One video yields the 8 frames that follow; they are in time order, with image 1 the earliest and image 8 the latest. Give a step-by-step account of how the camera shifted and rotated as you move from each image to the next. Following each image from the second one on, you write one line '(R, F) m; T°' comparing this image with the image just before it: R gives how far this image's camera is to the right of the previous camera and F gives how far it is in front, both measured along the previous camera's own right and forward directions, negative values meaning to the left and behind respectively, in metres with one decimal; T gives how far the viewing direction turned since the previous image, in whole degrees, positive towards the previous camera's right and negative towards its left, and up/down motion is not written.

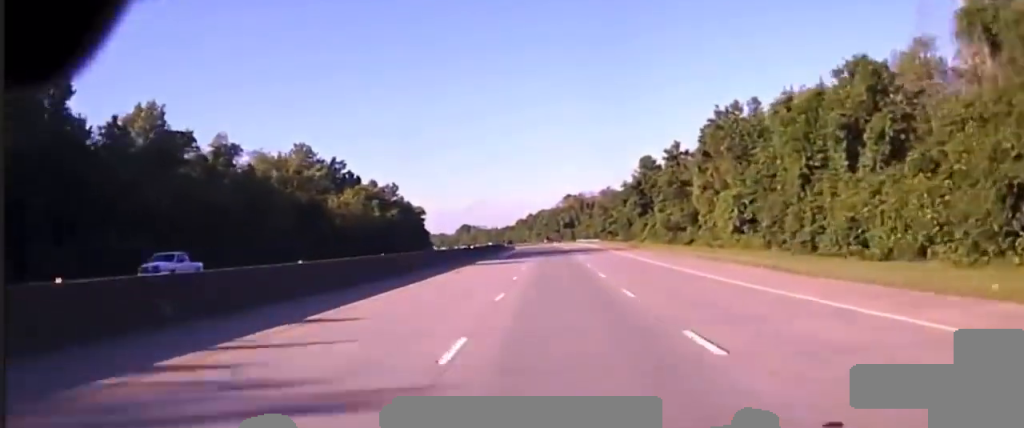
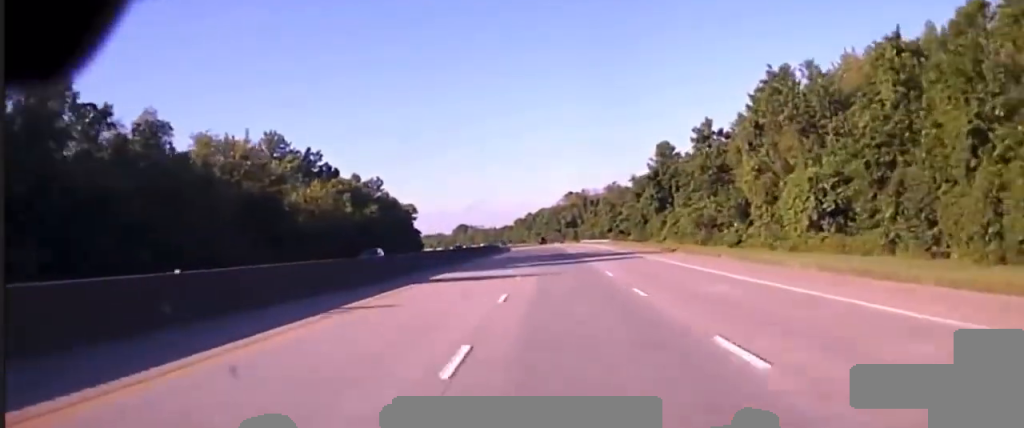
(0.0, +26.3) m; 0°
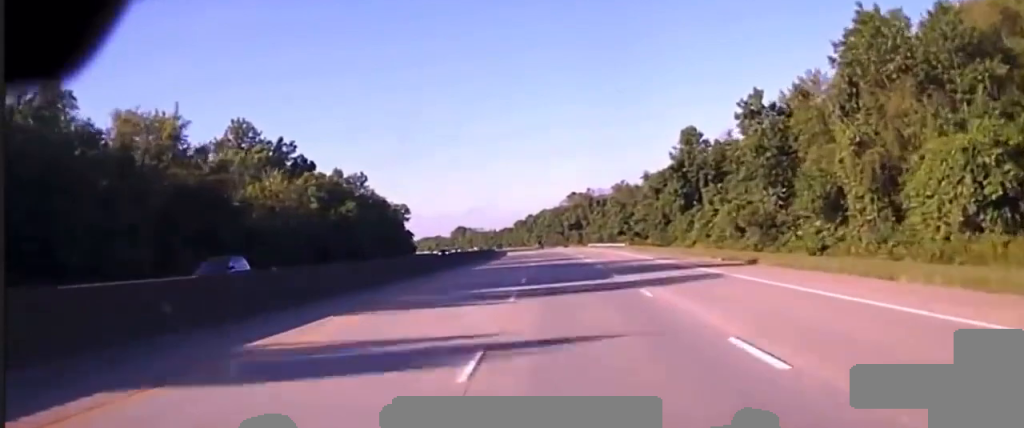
(0.0, +22.9) m; 0°
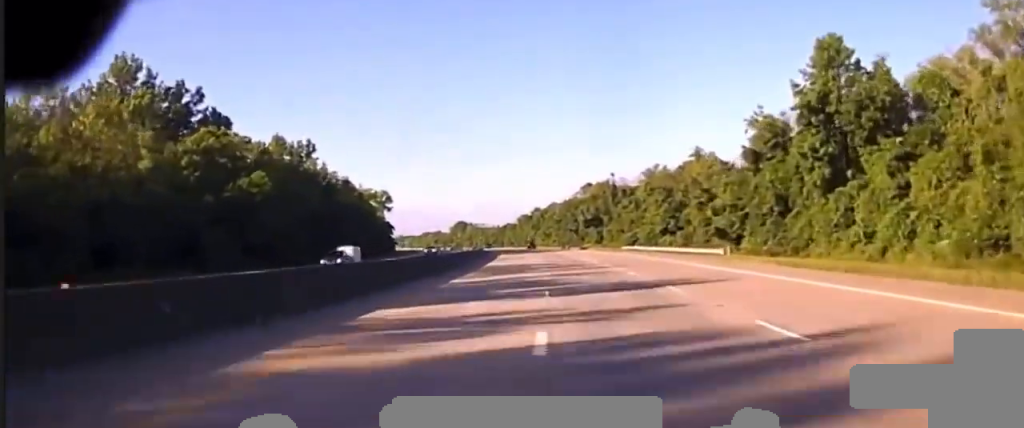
(-0.1, +51.9) m; 0°
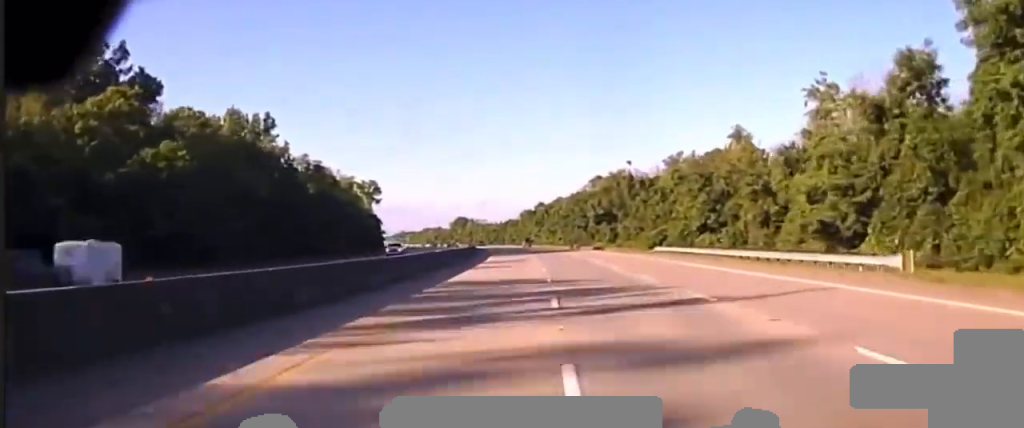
(0.0, +25.5) m; 0°
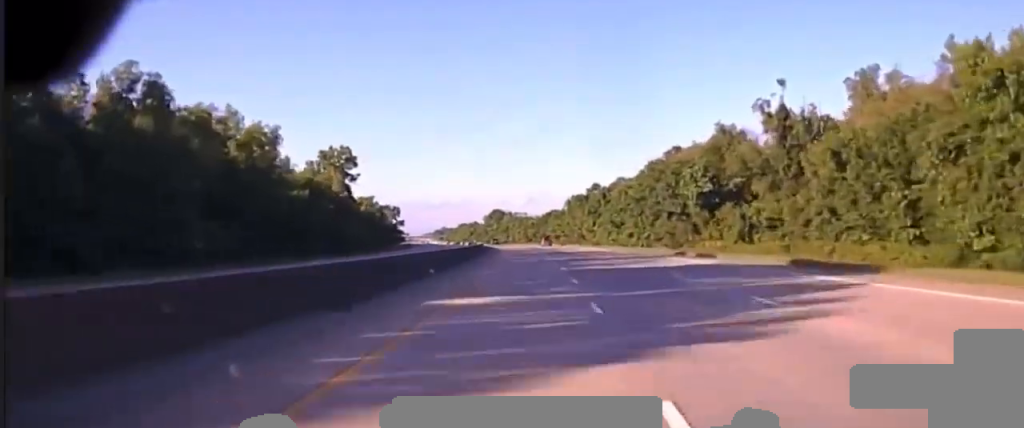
(-0.9, +87.2) m; -3°
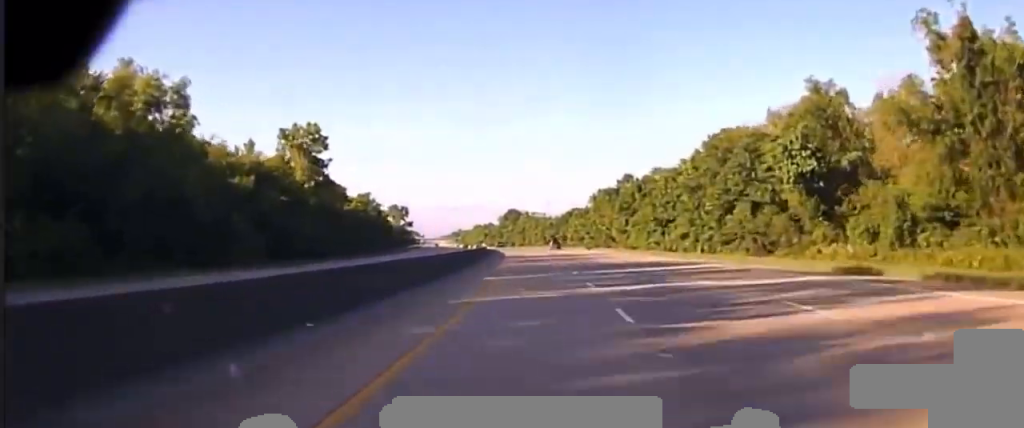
(-1.0, +42.2) m; -1°
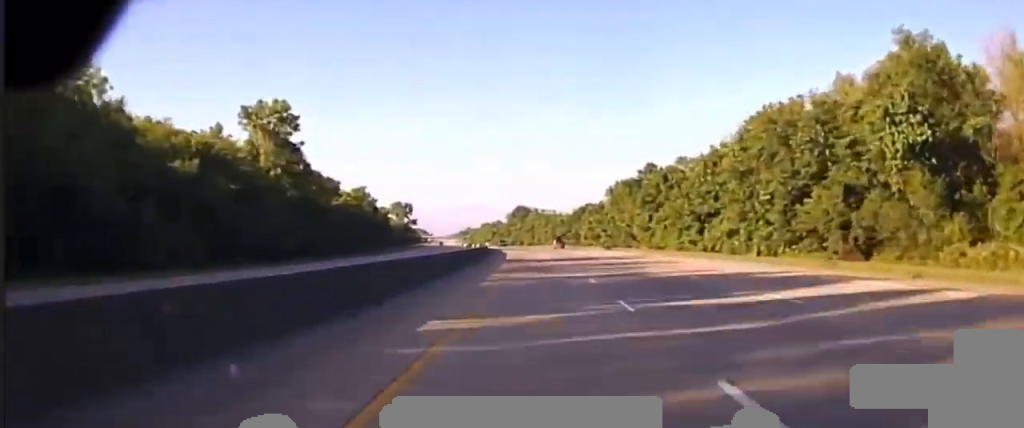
(-0.2, +23.4) m; -1°
